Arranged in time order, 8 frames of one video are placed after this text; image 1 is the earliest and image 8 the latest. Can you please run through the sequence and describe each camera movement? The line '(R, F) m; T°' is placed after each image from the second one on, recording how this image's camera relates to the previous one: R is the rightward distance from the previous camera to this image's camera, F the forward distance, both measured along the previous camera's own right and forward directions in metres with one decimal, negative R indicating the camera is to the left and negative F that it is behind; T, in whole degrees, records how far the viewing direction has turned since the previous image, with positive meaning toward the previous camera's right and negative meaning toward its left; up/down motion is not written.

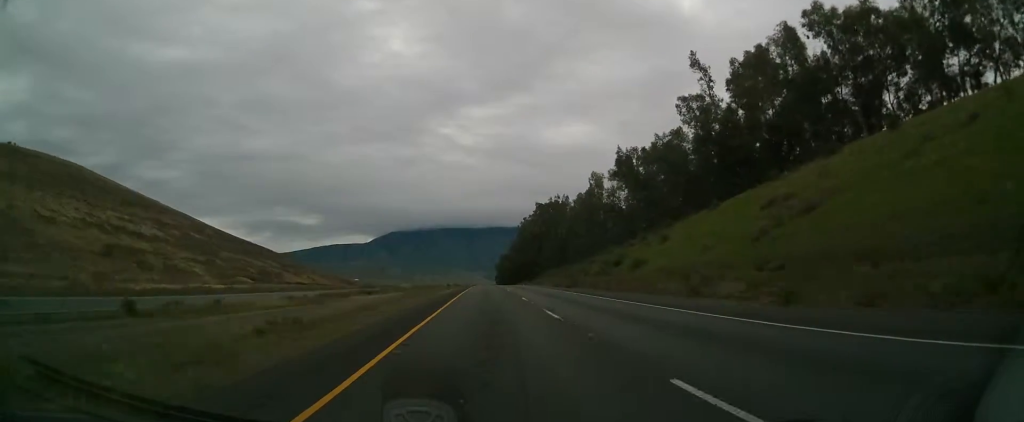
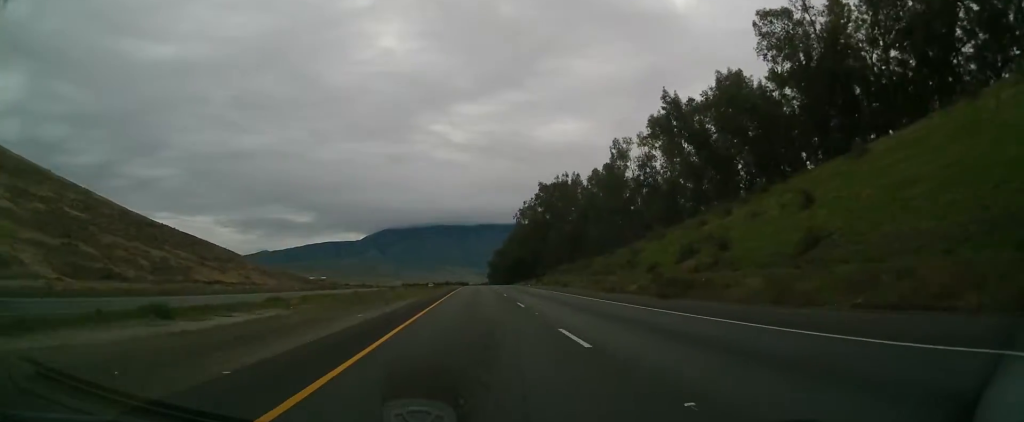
(+0.7, +36.3) m; +1°
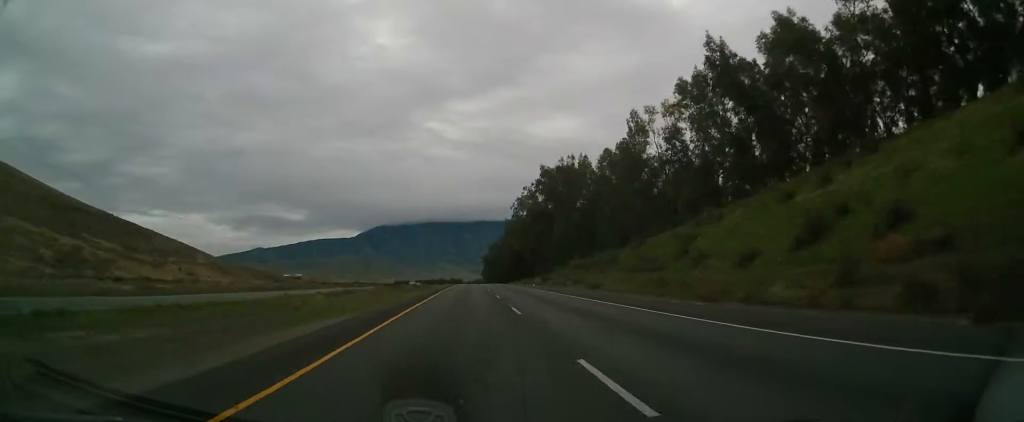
(-0.2, +19.8) m; 0°
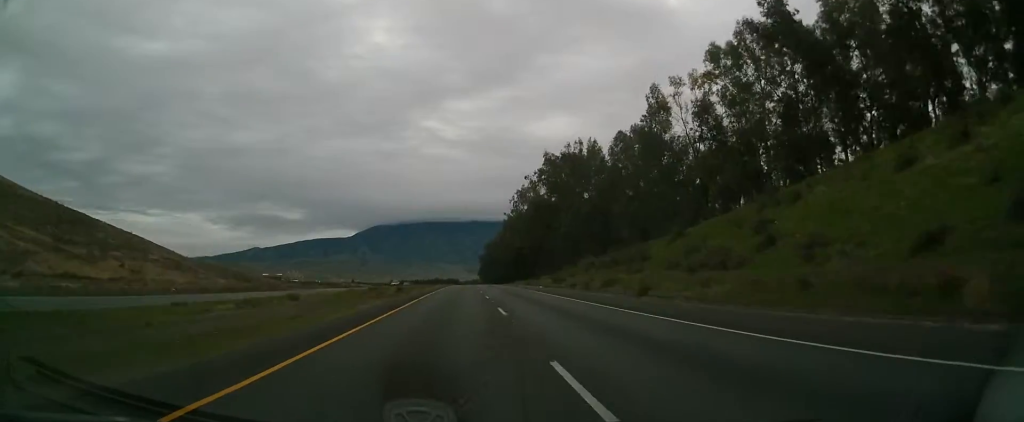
(0.0, +14.6) m; 0°
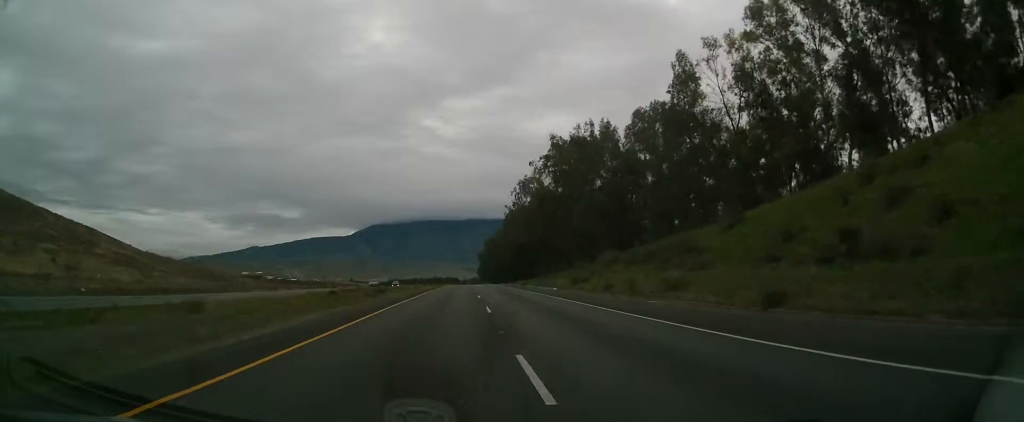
(-0.1, +13.7) m; +1°
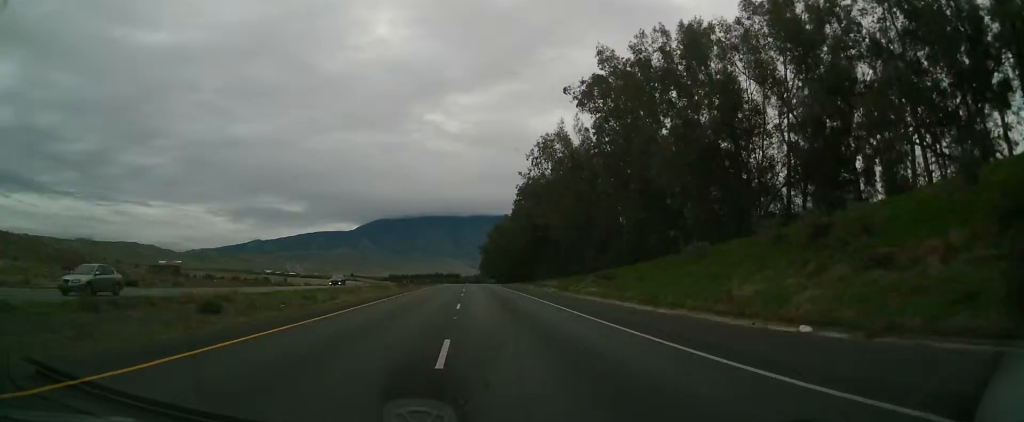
(+0.7, +41.2) m; +1°
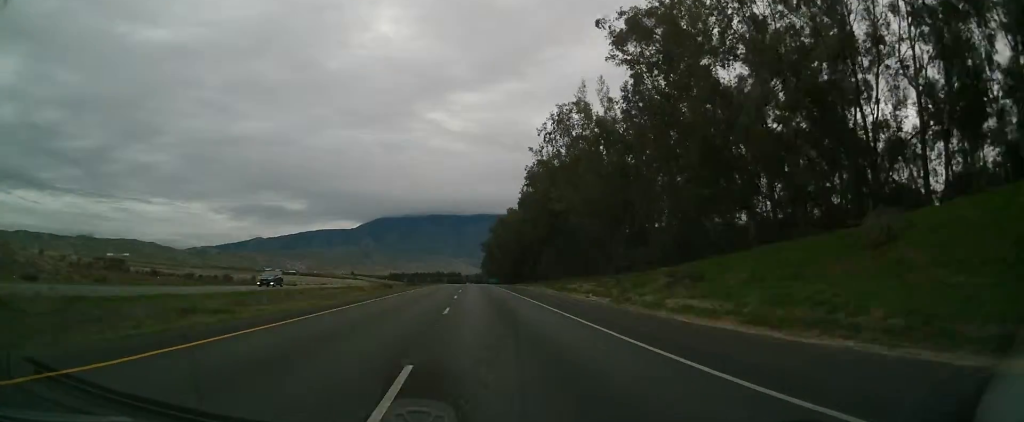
(-0.2, +18.0) m; 0°
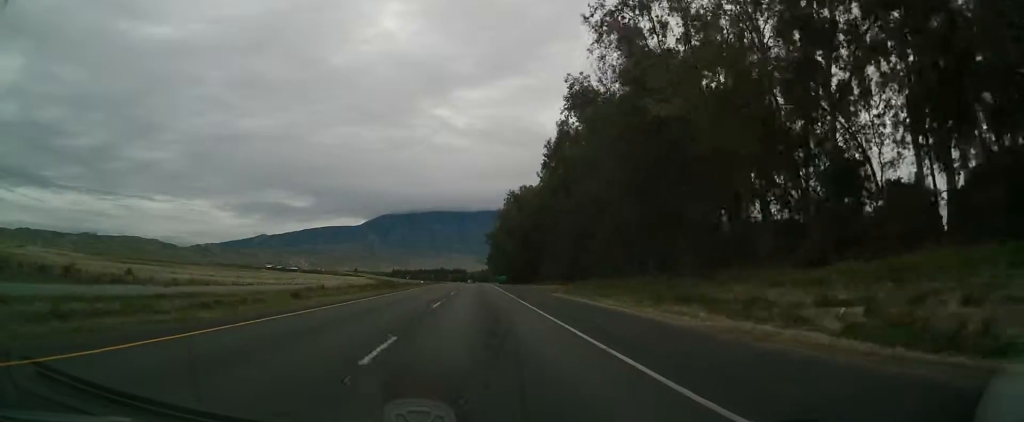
(-0.2, +40.0) m; -1°
